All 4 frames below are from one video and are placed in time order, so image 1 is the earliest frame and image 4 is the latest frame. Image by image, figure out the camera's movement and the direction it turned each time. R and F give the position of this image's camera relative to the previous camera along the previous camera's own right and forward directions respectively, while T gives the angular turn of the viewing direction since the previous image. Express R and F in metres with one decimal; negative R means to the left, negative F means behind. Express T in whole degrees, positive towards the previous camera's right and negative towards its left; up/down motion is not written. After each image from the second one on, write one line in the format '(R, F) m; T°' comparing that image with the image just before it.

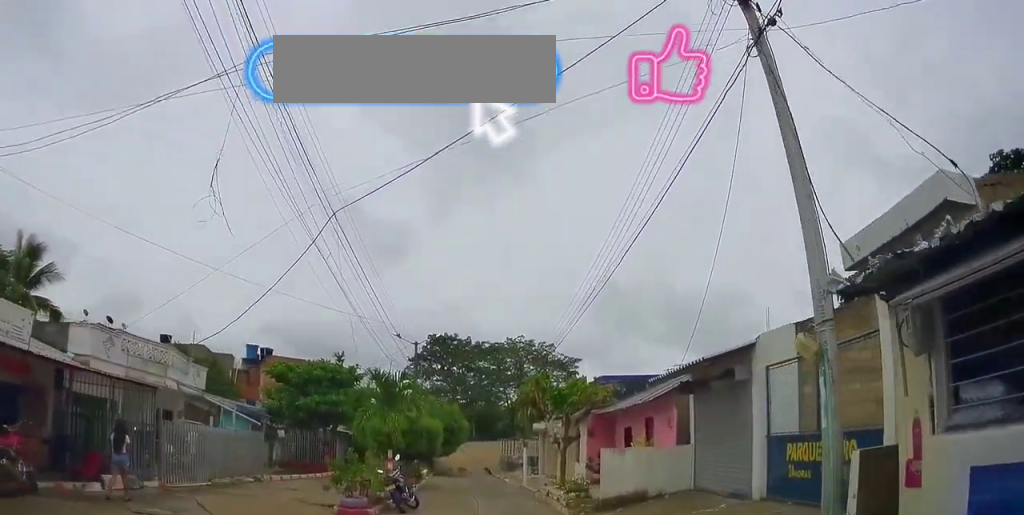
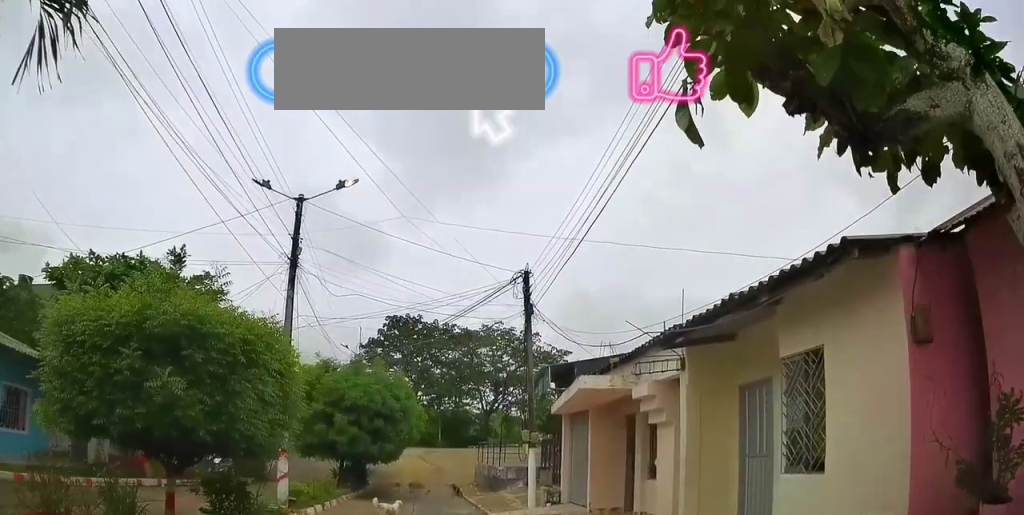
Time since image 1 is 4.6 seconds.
(+1.1, +15.3) m; +1°
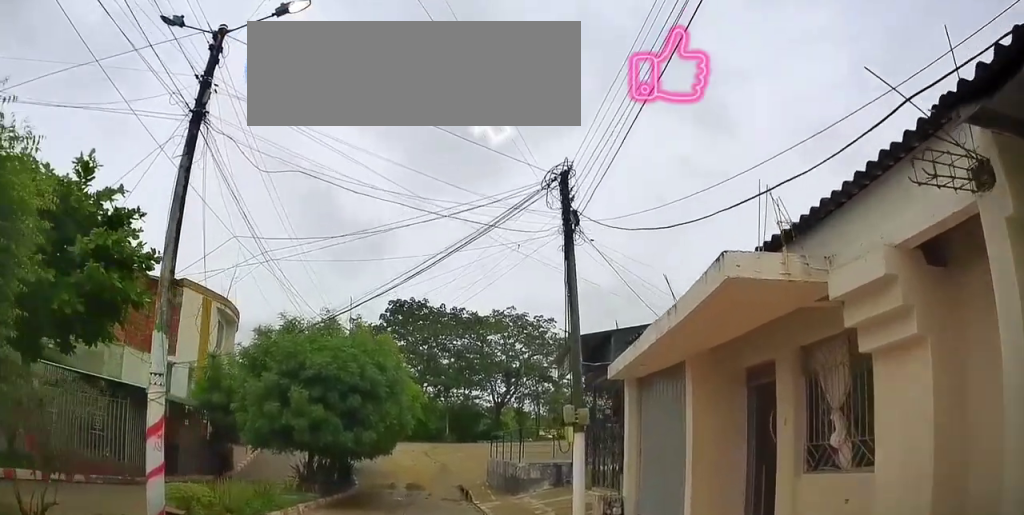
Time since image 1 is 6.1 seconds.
(-0.4, +5.8) m; +1°
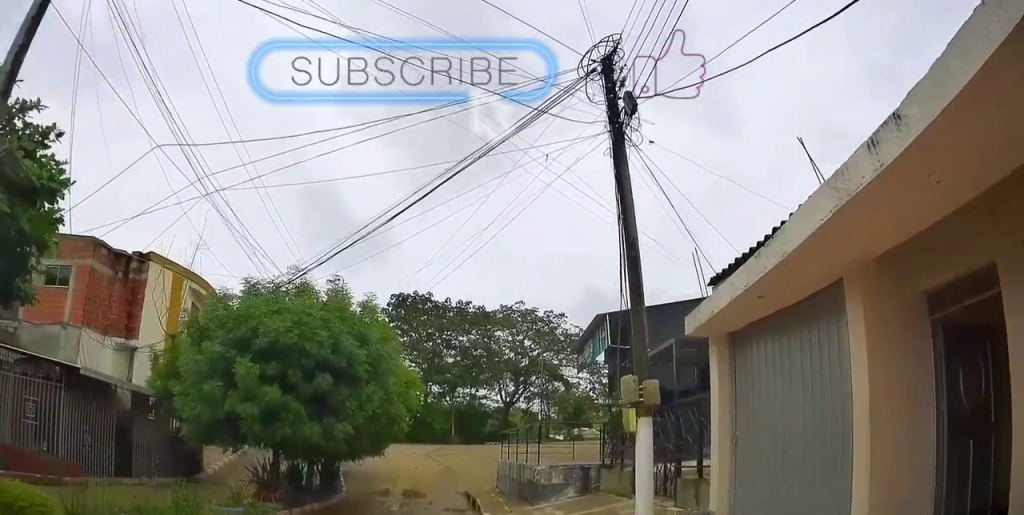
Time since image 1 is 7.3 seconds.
(+0.3, +4.8) m; +5°
